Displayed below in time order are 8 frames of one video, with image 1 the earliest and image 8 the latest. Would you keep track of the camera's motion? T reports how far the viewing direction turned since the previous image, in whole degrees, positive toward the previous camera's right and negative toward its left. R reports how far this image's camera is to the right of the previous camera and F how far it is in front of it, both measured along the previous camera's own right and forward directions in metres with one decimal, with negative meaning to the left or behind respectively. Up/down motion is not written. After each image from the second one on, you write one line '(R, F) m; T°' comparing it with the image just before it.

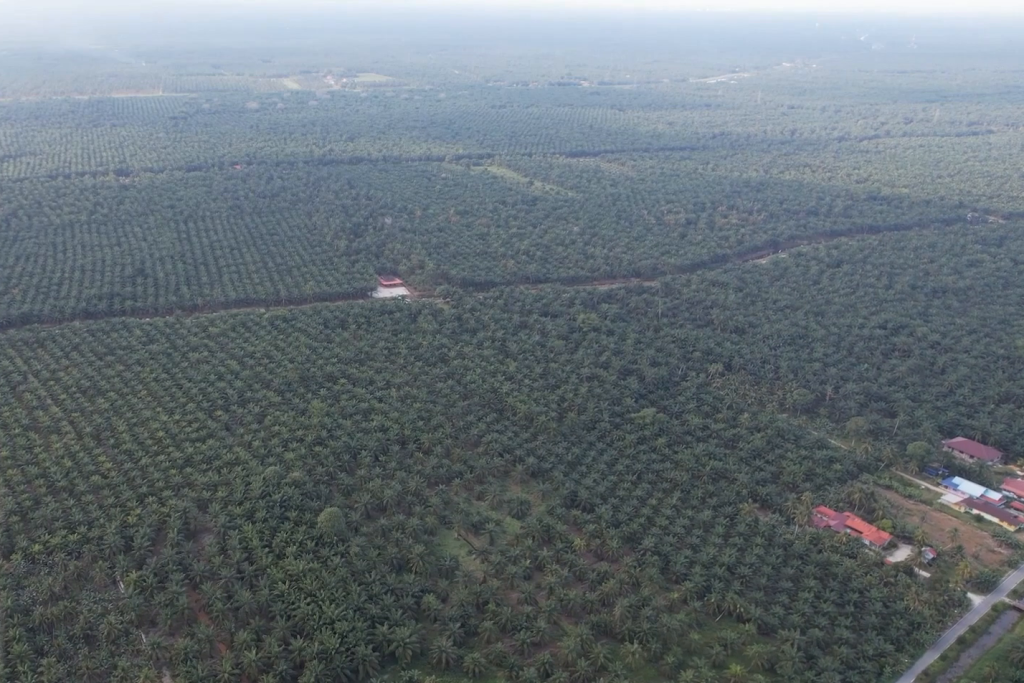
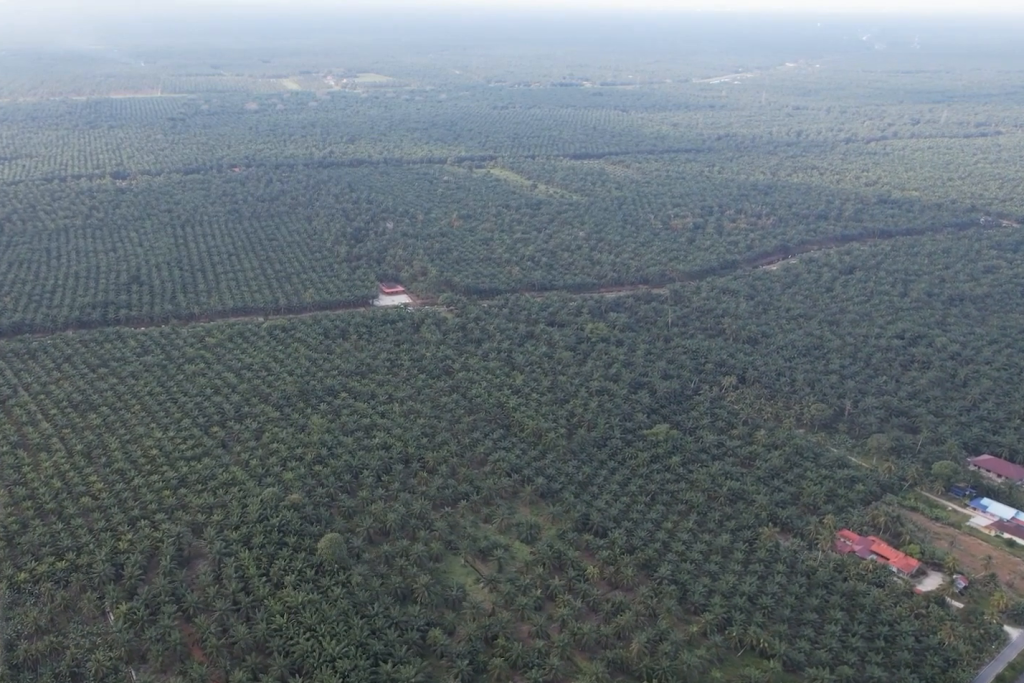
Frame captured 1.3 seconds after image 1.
(0.0, +19.1) m; 0°
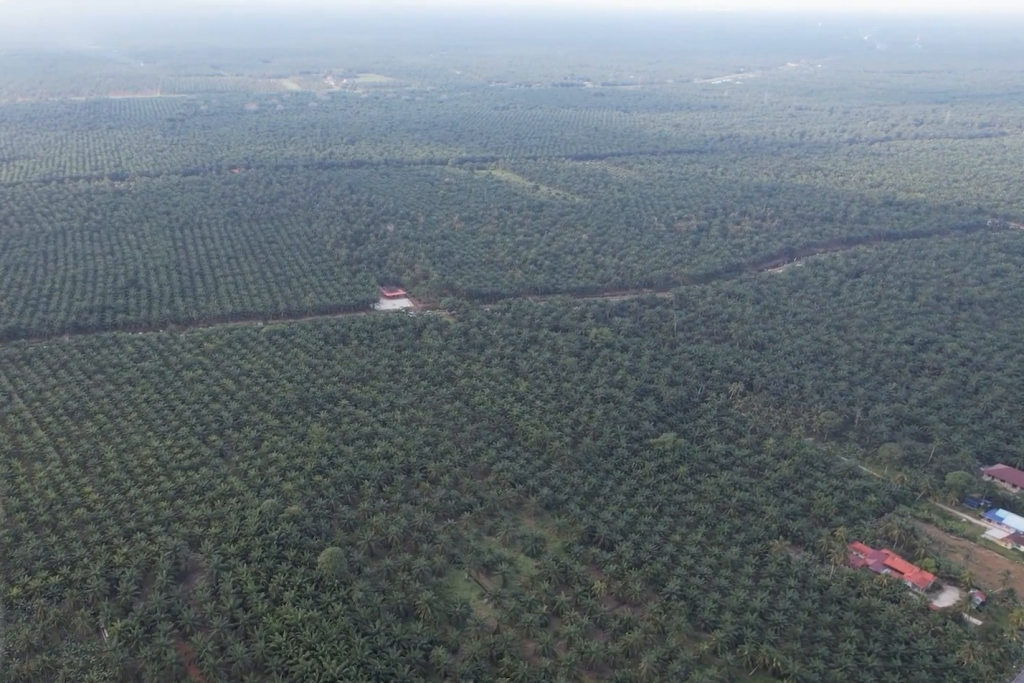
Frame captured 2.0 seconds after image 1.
(0.0, +9.6) m; 0°
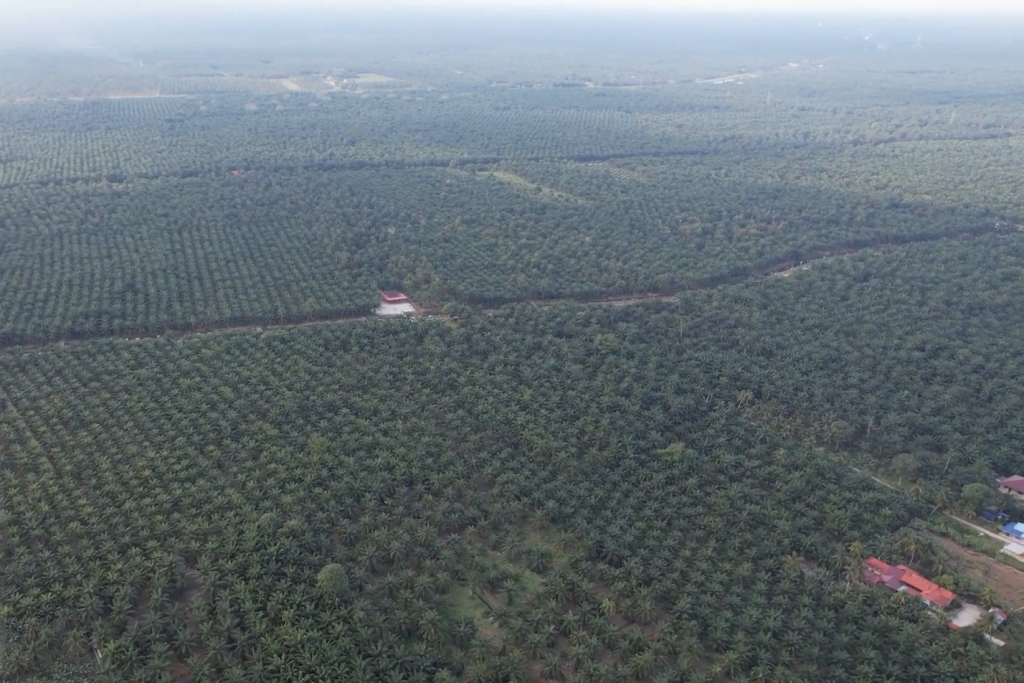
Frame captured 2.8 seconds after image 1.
(0.0, +10.8) m; 0°
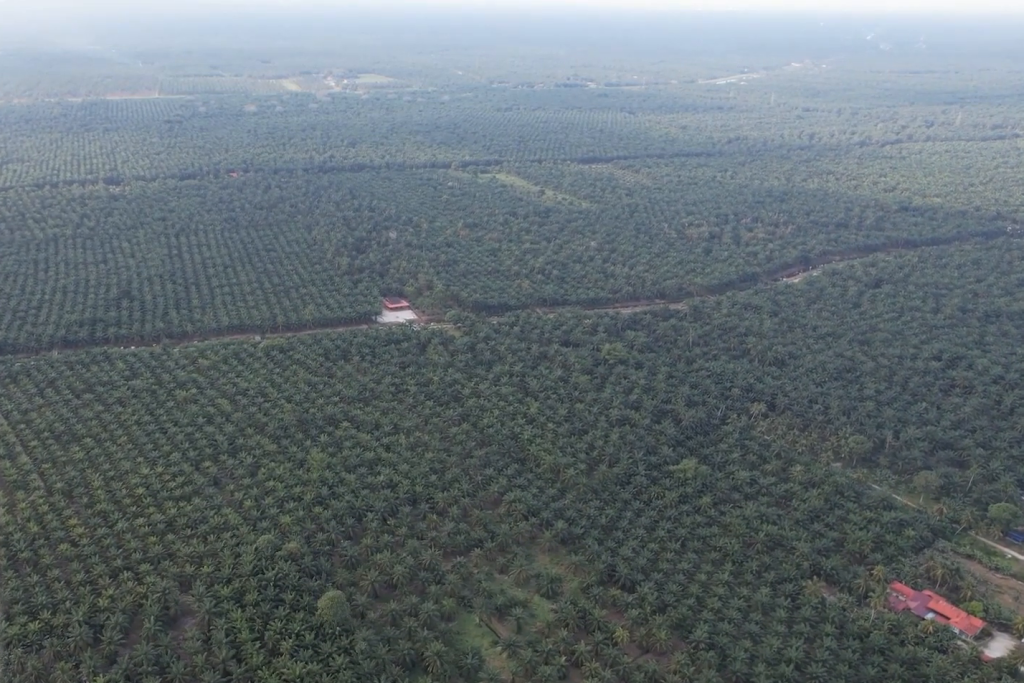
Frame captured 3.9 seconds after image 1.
(0.0, +16.1) m; 0°
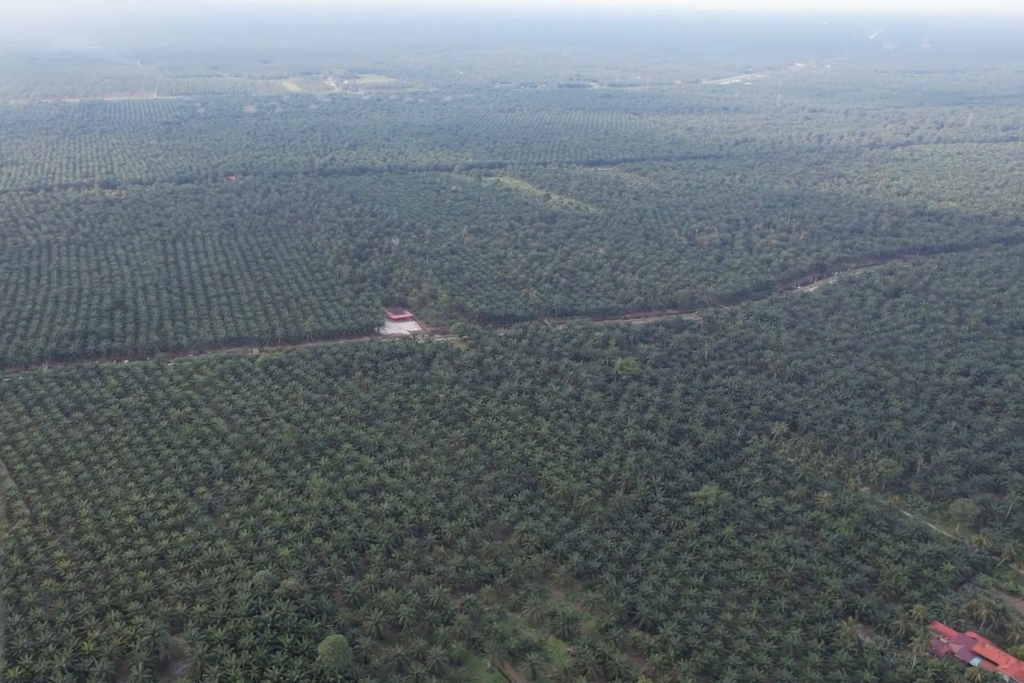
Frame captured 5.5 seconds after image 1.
(0.0, +23.9) m; 0°
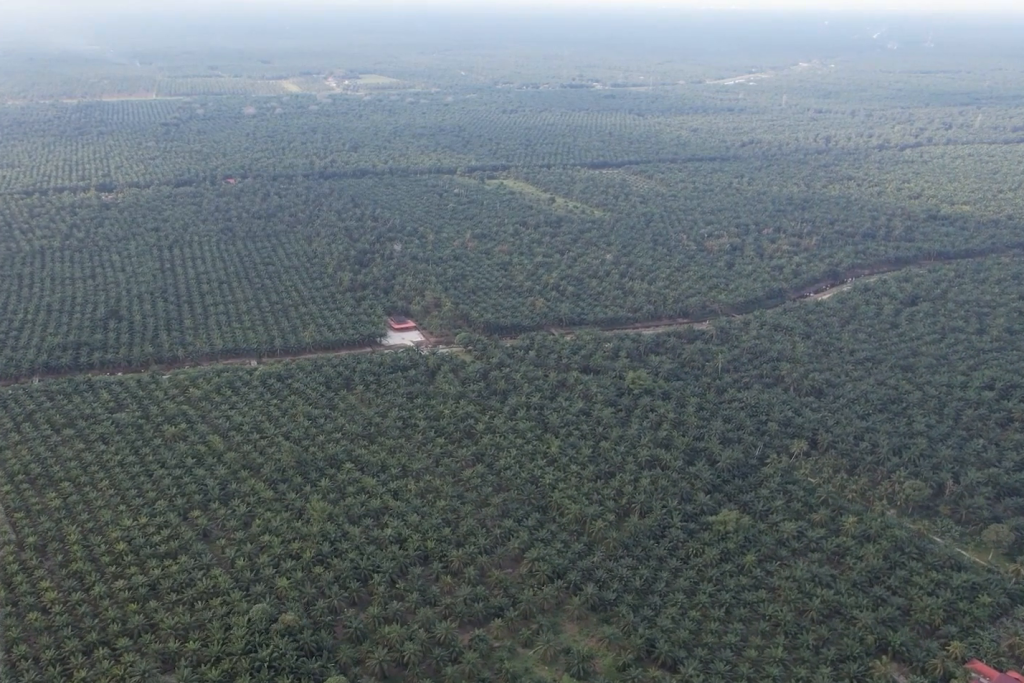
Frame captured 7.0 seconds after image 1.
(0.0, +20.3) m; 0°
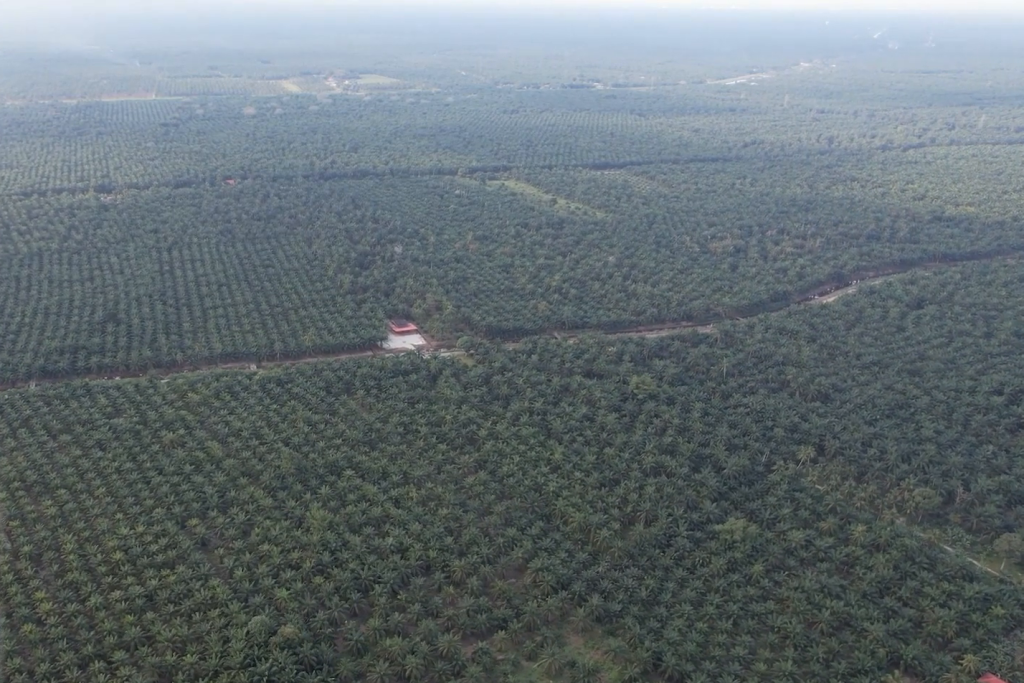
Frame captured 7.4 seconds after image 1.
(0.0, +6.6) m; 0°
